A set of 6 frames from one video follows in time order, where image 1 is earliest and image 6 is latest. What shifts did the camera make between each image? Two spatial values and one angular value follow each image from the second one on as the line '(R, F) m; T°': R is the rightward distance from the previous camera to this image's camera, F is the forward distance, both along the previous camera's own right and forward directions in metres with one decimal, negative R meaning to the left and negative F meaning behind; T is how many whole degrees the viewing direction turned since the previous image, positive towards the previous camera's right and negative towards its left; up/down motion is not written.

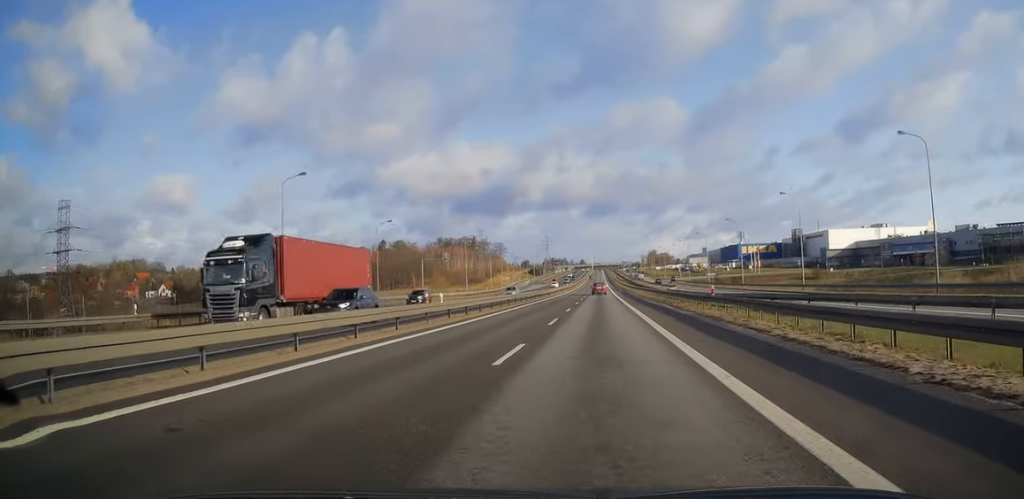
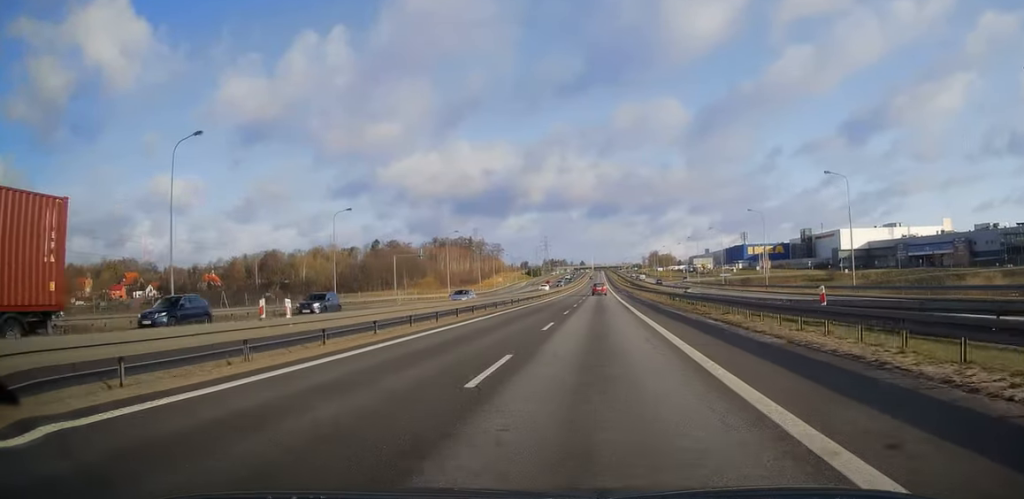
(-0.1, +14.3) m; 0°
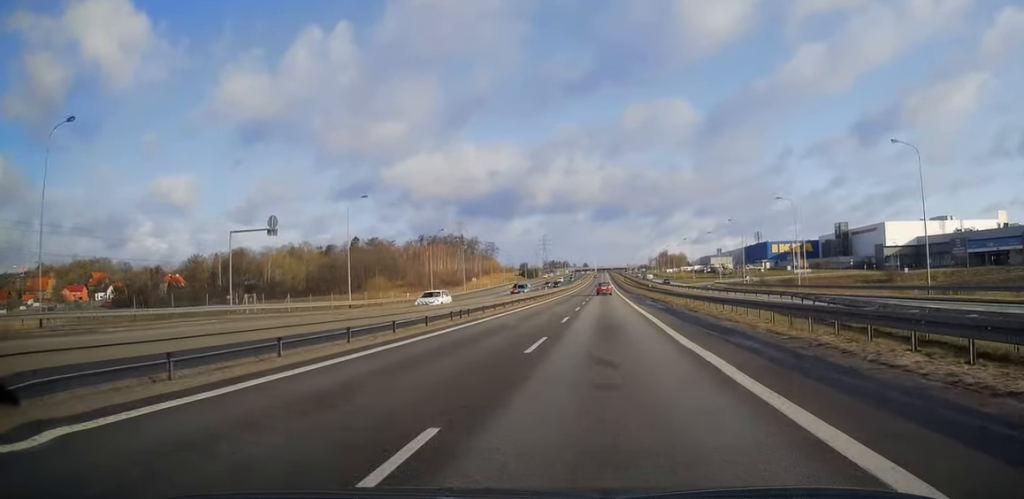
(-0.1, +42.9) m; 0°
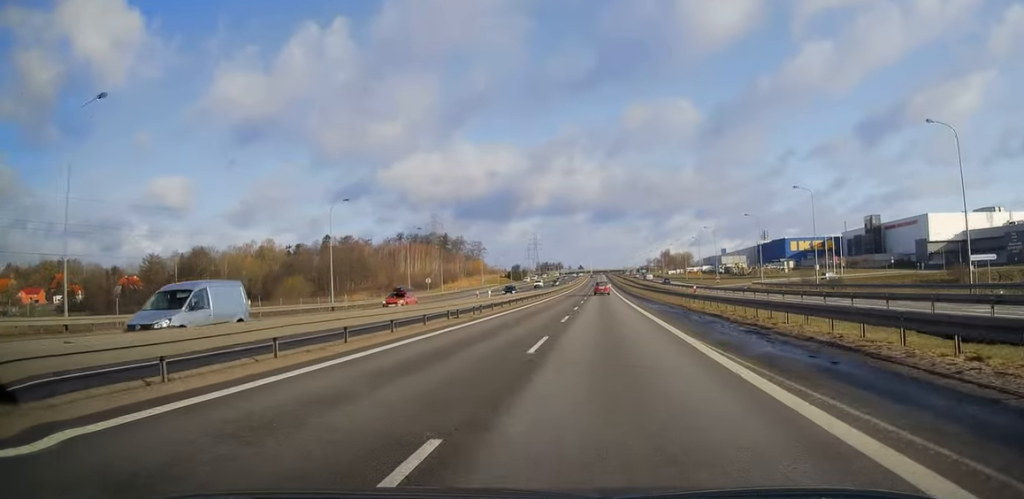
(0.0, +36.3) m; 0°
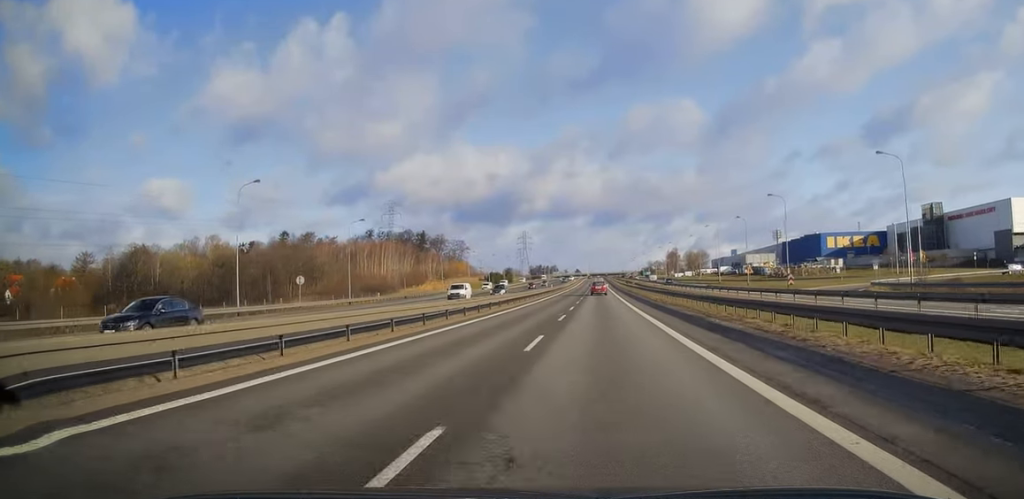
(+0.2, +47.3) m; 0°
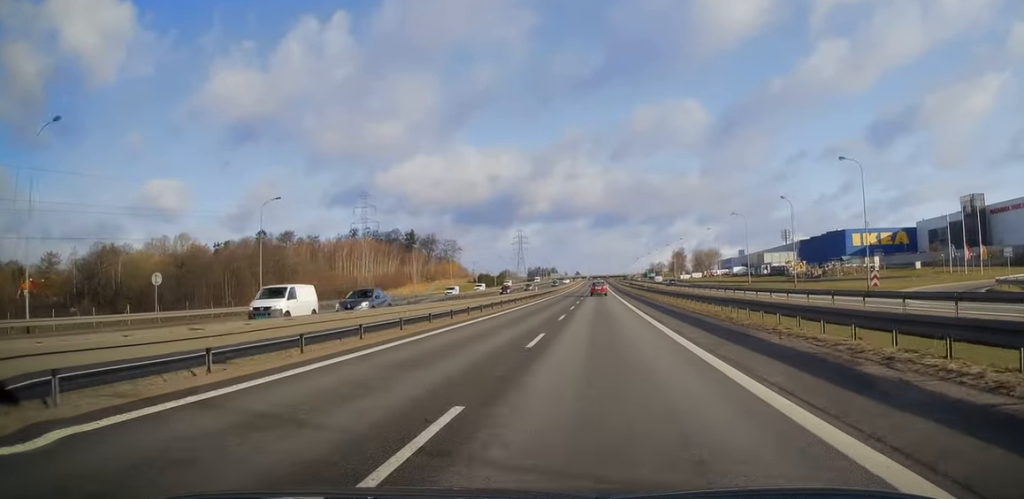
(0.0, +22.8) m; 0°
